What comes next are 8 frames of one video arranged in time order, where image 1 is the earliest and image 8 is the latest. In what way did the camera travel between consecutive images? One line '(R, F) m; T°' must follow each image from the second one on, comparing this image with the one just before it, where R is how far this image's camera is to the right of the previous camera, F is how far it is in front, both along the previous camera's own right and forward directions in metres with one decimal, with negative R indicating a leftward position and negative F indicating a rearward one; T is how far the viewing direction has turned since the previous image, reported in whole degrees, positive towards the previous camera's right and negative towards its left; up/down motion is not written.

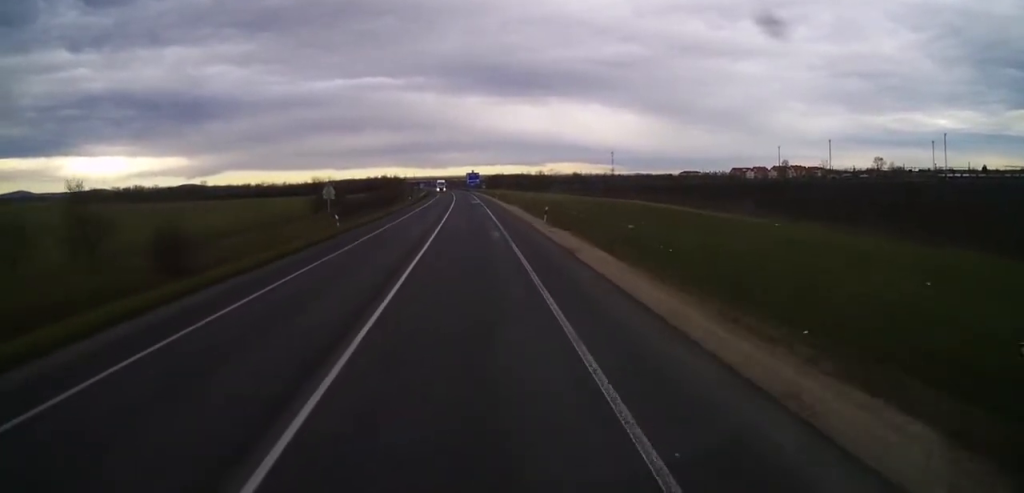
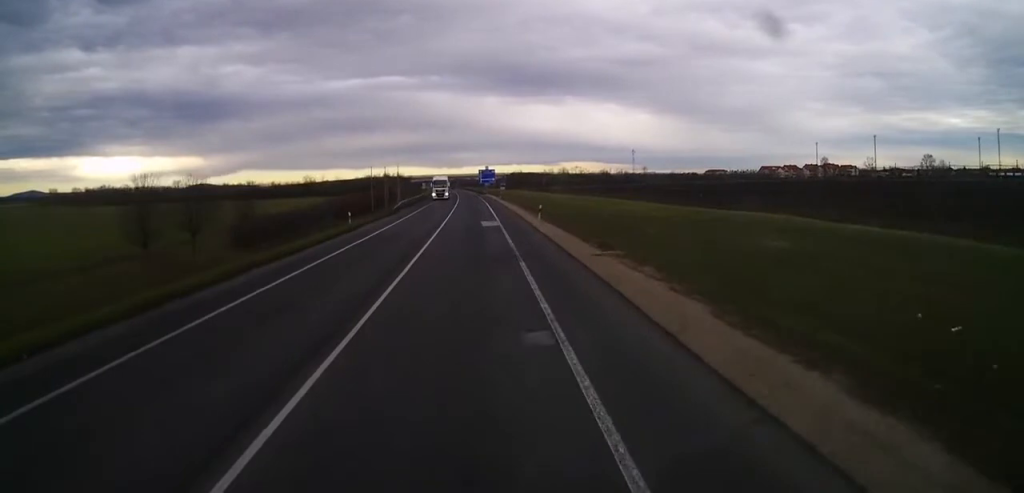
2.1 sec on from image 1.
(-1.1, +43.8) m; -1°
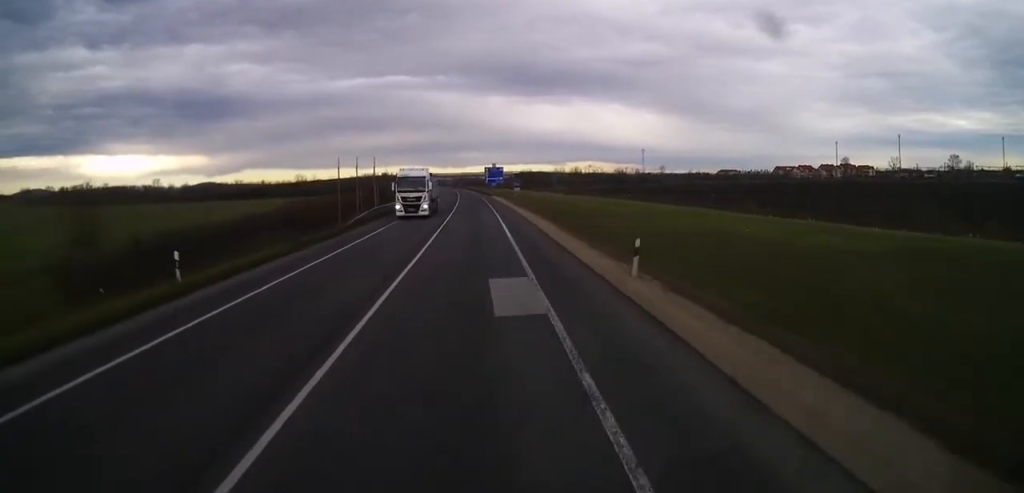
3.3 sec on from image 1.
(+0.3, +24.3) m; 0°
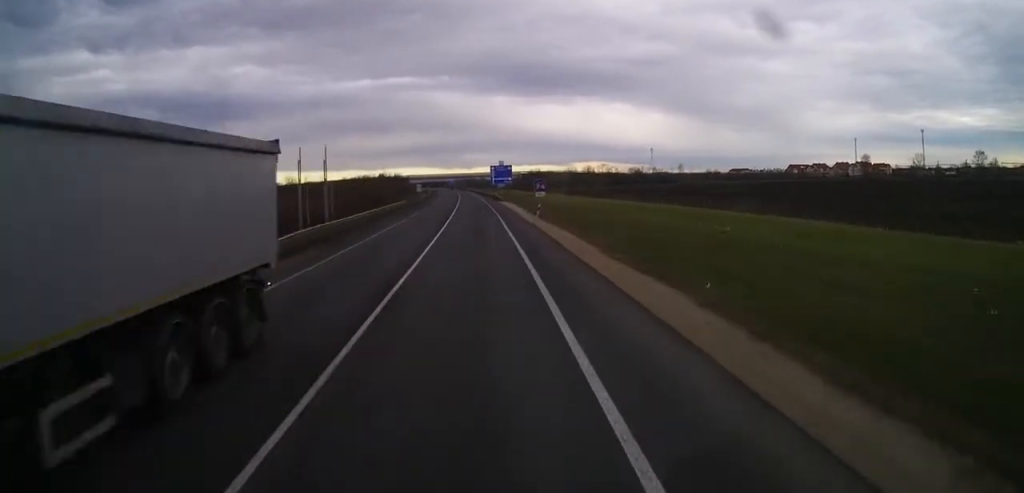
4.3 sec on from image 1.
(-0.3, +23.1) m; -1°
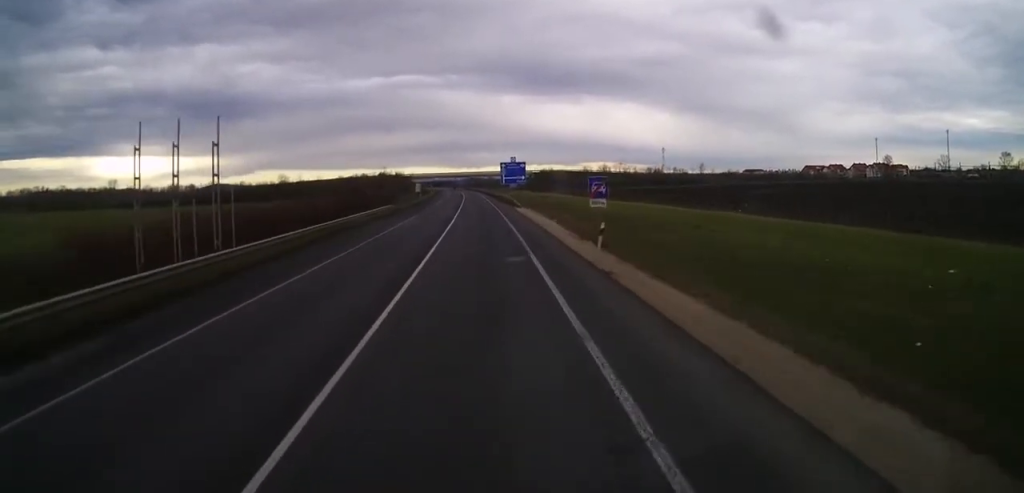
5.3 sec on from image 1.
(-0.1, +20.3) m; -1°
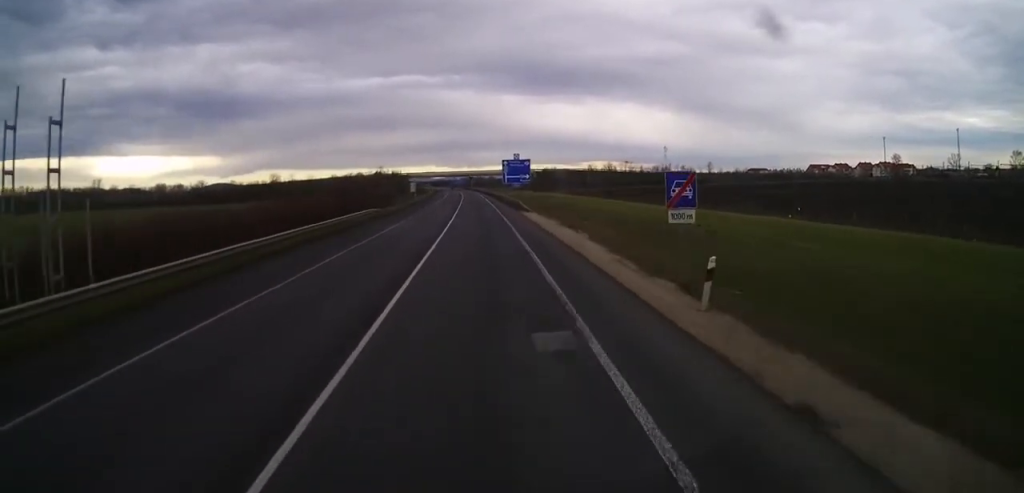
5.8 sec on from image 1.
(-0.2, +10.9) m; -1°
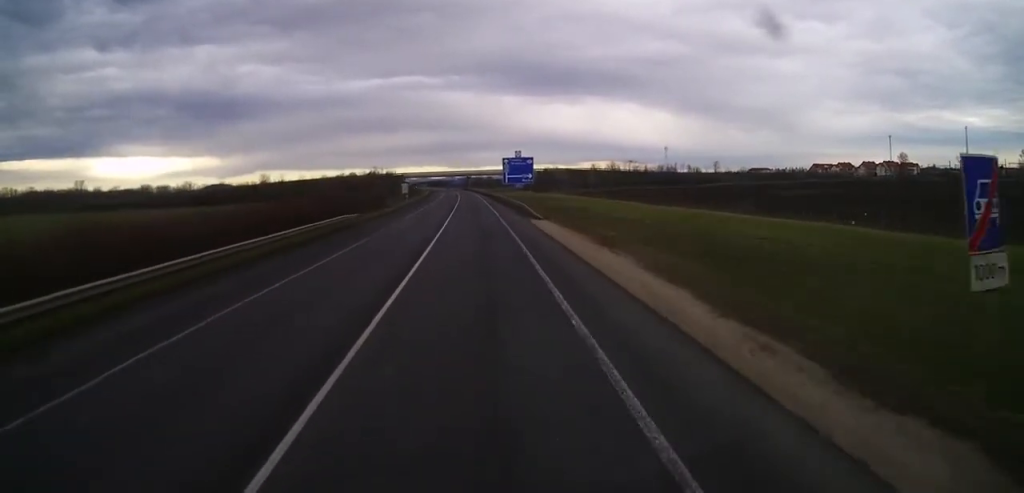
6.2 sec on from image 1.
(-0.1, +10.2) m; 0°
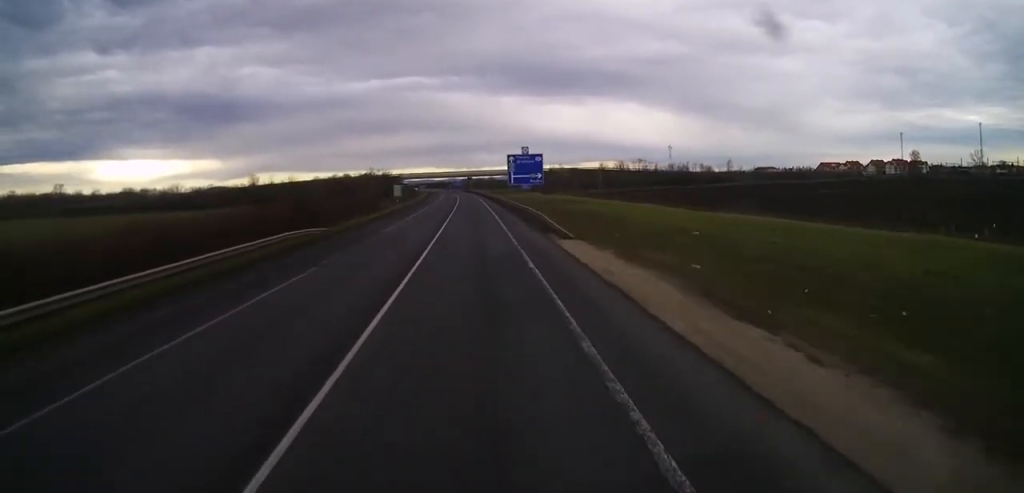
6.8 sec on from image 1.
(0.0, +13.2) m; 0°
